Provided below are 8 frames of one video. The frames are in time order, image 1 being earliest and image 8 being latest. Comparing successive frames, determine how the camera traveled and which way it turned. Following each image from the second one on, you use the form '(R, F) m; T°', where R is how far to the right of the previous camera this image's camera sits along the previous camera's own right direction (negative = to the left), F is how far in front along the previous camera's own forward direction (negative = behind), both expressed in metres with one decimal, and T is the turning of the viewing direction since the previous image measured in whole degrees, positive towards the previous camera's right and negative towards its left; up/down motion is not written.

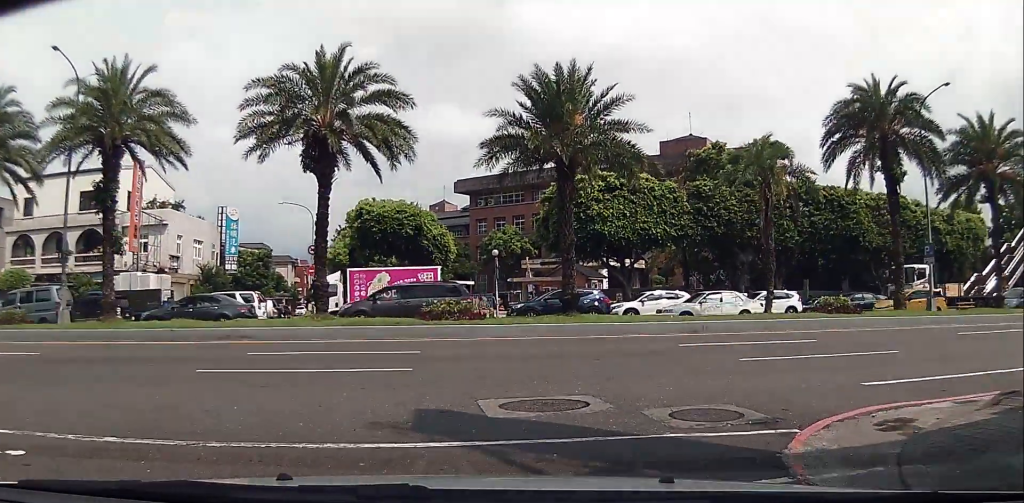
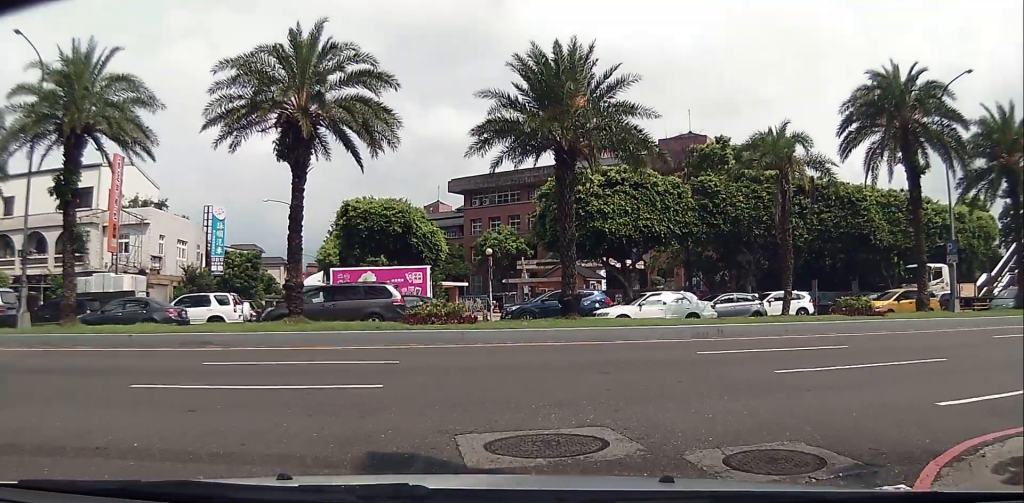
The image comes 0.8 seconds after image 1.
(-0.4, +2.6) m; -3°
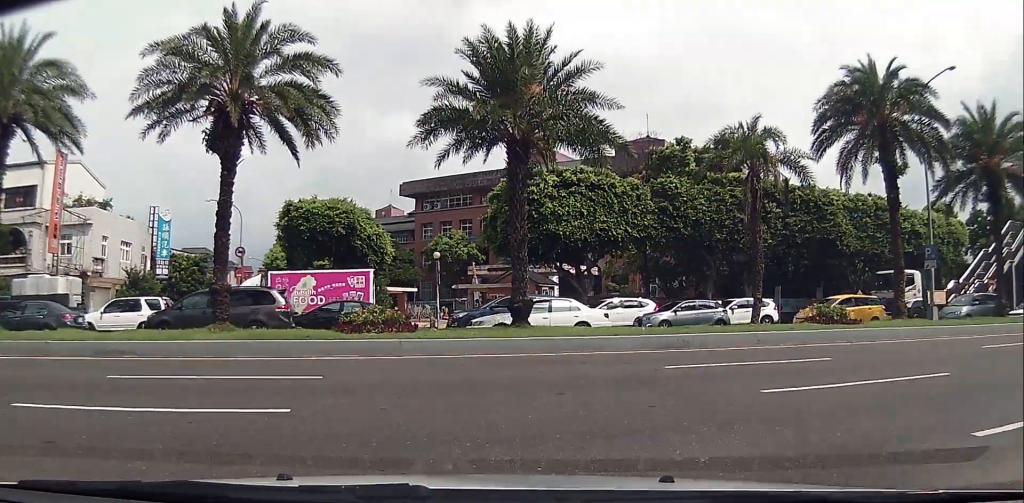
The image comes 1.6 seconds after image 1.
(+0.1, +2.1) m; +12°
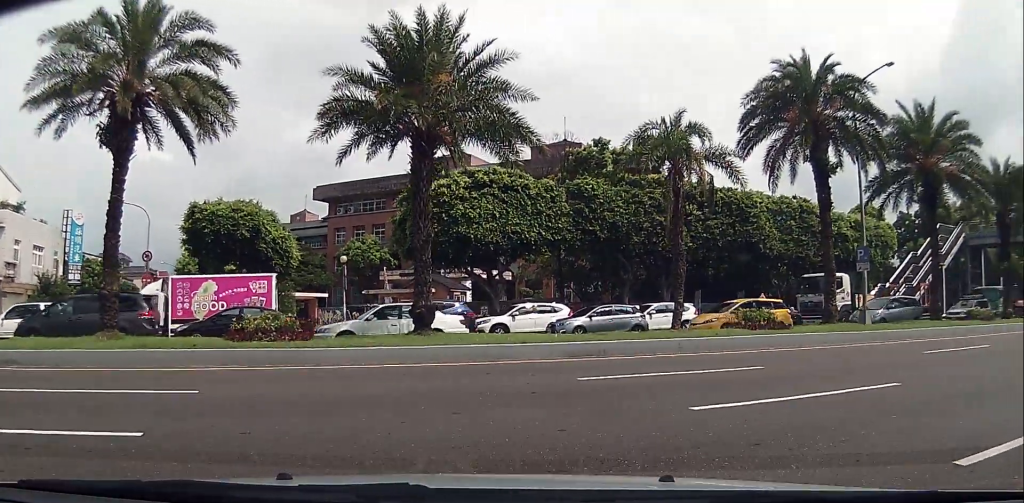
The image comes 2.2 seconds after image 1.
(+0.2, +1.4) m; +13°
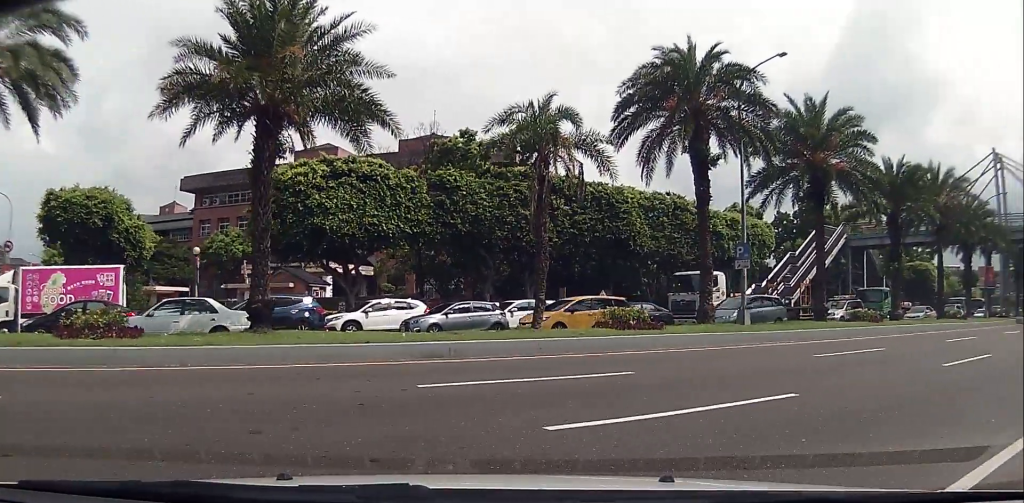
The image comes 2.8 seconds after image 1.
(+0.1, +1.5) m; +14°
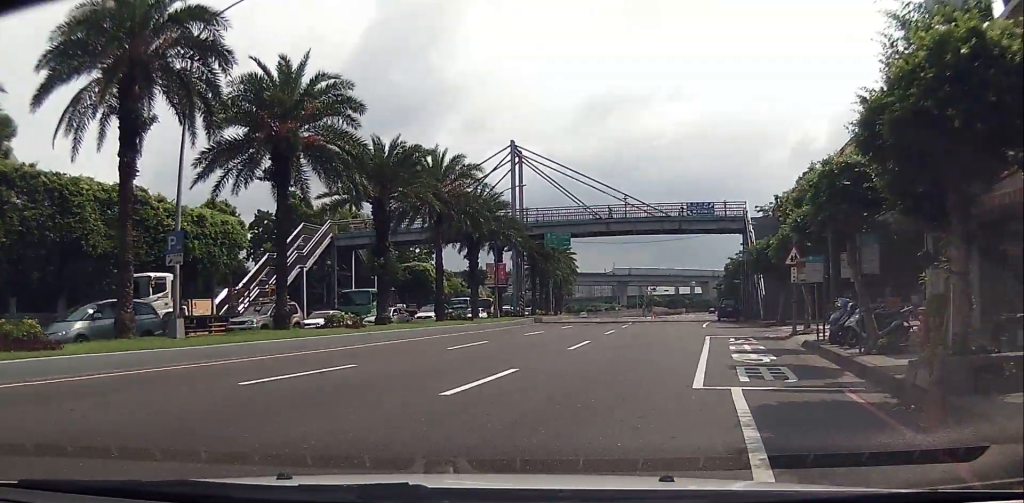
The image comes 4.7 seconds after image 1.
(+1.8, +5.0) m; +44°
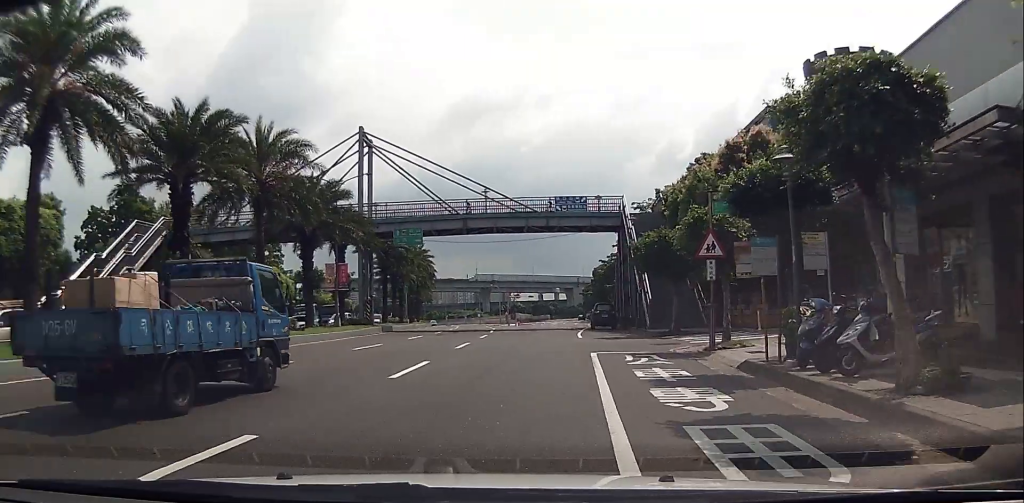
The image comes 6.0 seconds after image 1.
(+0.8, +5.5) m; +3°
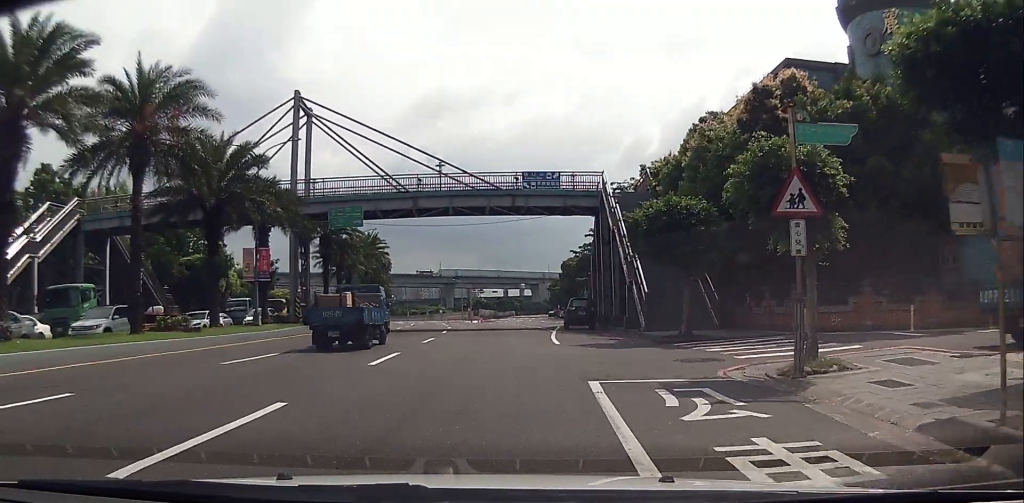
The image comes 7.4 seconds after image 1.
(-0.2, +7.5) m; +6°
